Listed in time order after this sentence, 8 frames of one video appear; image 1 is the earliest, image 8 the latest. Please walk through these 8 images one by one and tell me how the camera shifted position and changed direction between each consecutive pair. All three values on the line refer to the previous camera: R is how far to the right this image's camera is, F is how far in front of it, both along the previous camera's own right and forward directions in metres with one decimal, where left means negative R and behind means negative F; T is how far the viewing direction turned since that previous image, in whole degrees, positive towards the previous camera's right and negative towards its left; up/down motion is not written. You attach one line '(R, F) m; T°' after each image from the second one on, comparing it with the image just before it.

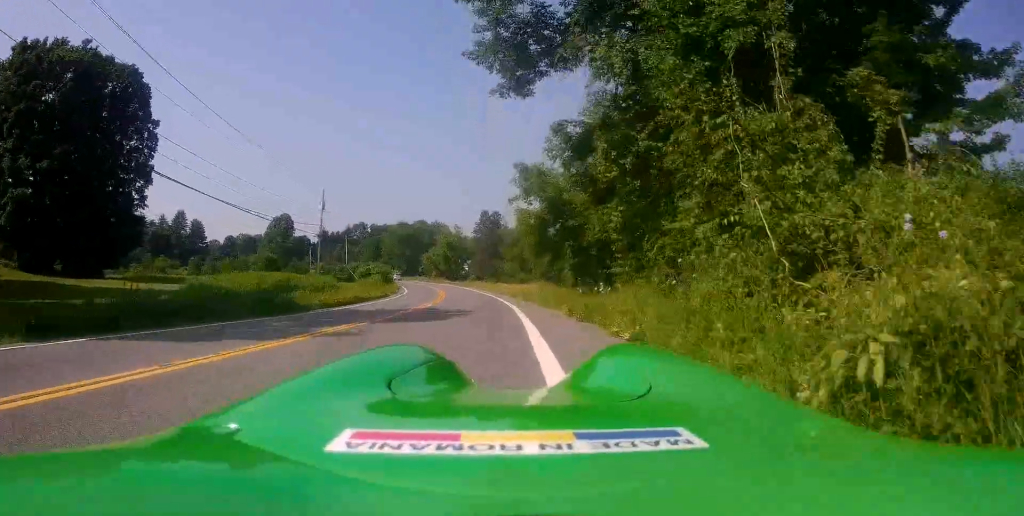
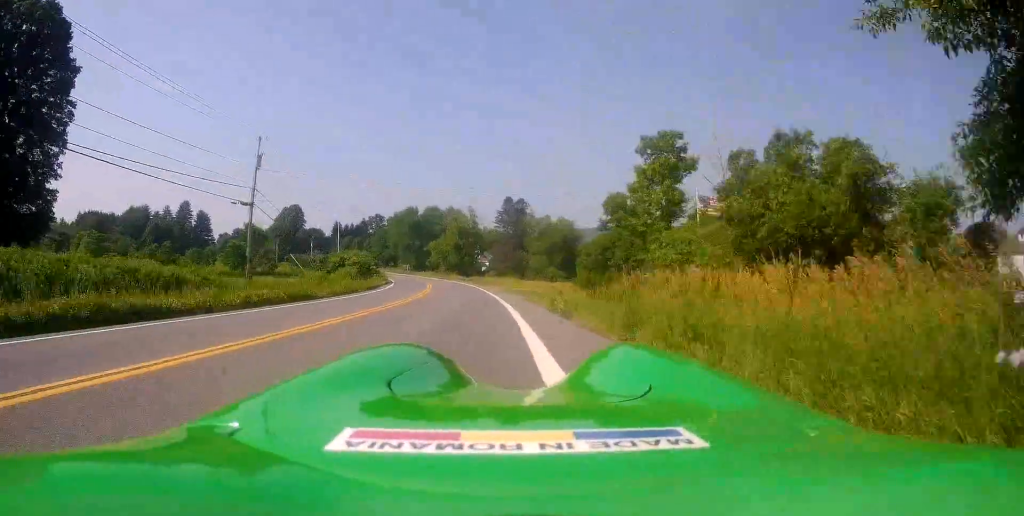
(-0.2, +23.4) m; -3°
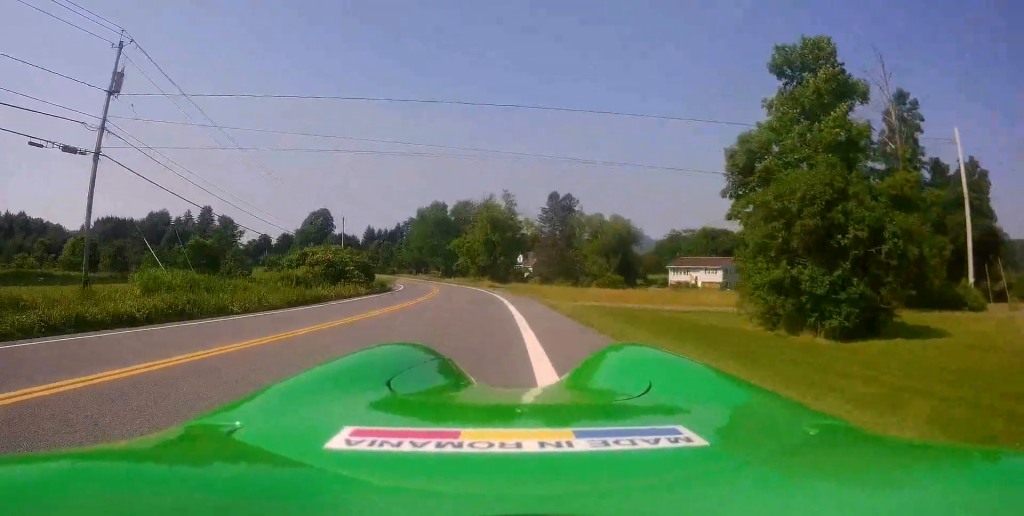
(-1.5, +22.2) m; -6°
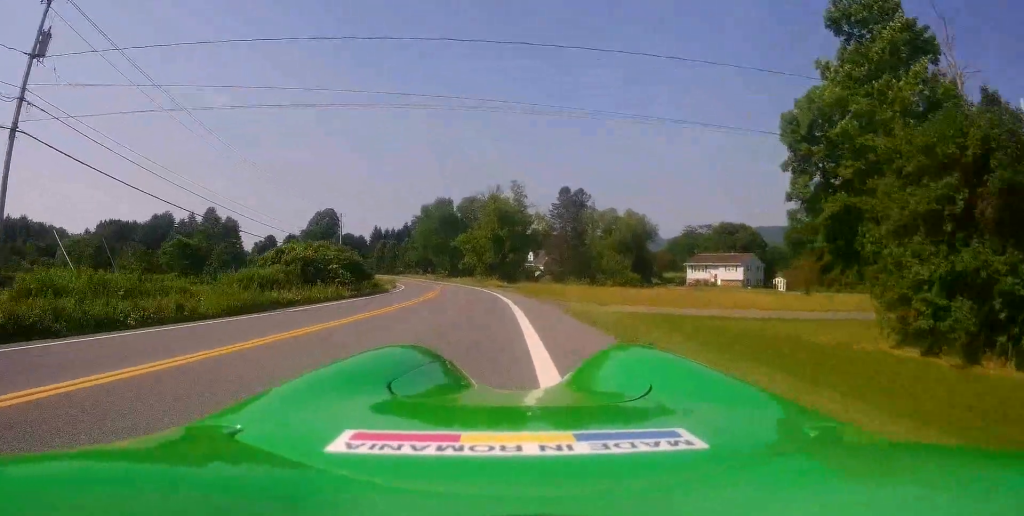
(-0.3, +6.1) m; -1°
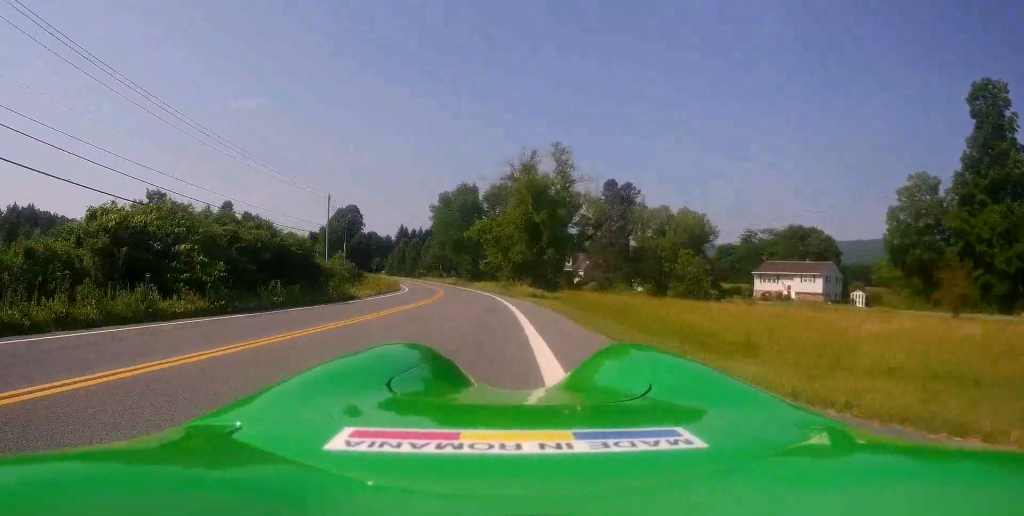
(+0.4, +18.9) m; -2°
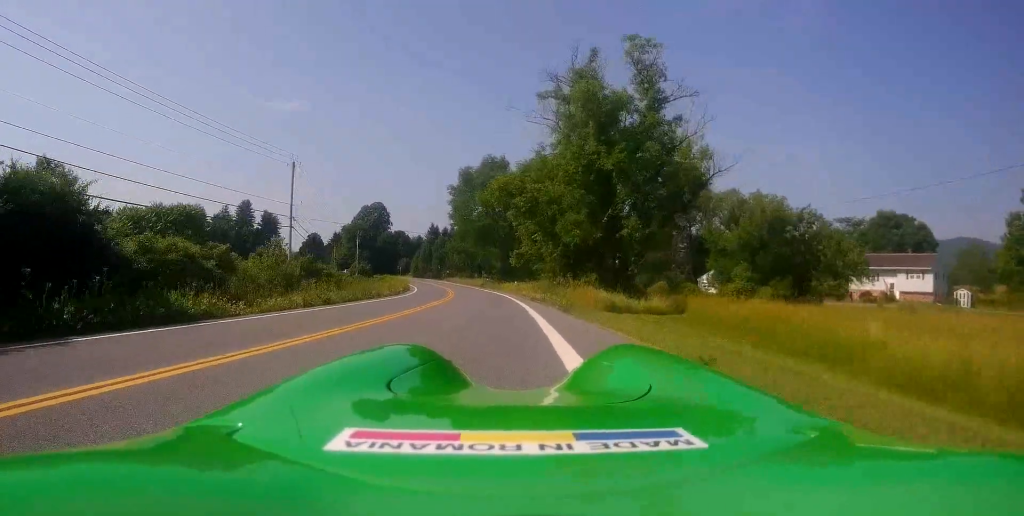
(-1.0, +19.7) m; -4°
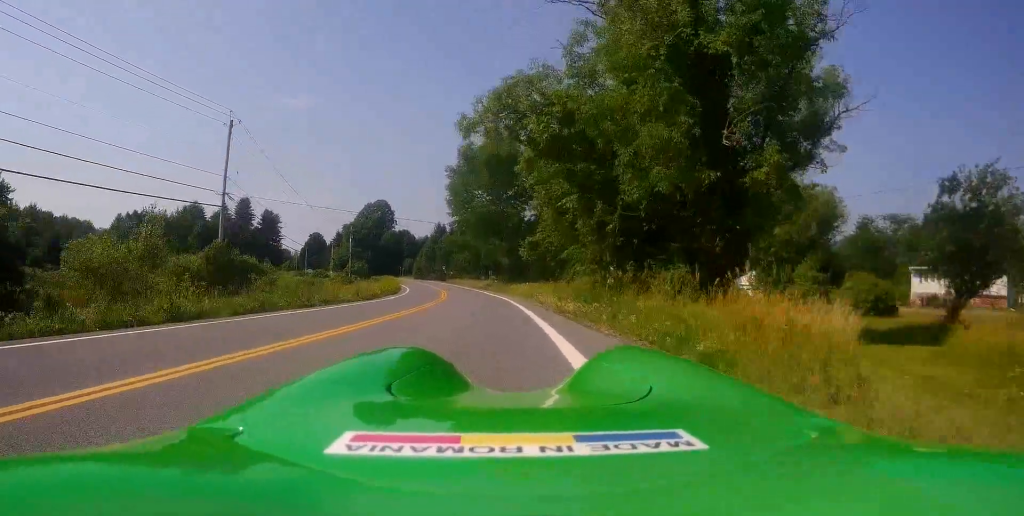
(-0.1, +12.4) m; -2°
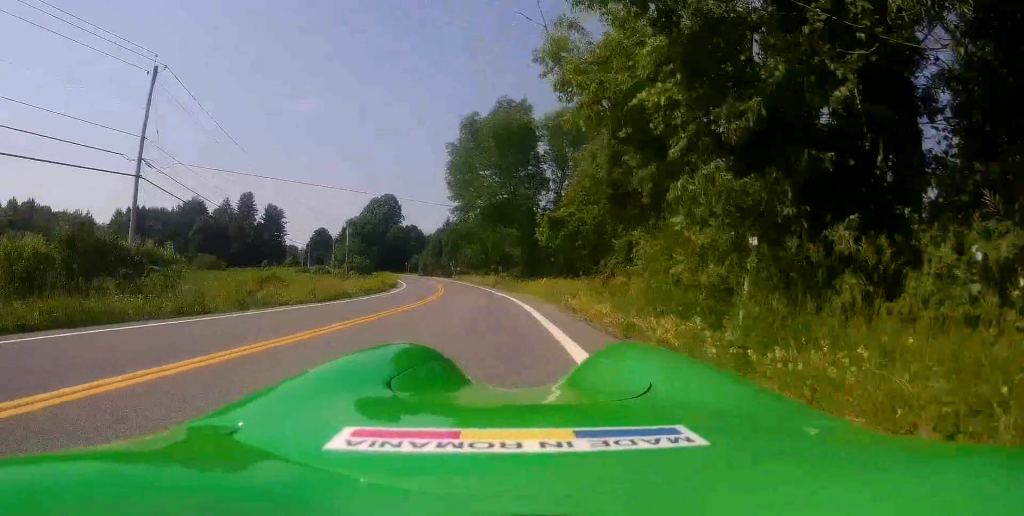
(+0.1, +9.3) m; -1°
